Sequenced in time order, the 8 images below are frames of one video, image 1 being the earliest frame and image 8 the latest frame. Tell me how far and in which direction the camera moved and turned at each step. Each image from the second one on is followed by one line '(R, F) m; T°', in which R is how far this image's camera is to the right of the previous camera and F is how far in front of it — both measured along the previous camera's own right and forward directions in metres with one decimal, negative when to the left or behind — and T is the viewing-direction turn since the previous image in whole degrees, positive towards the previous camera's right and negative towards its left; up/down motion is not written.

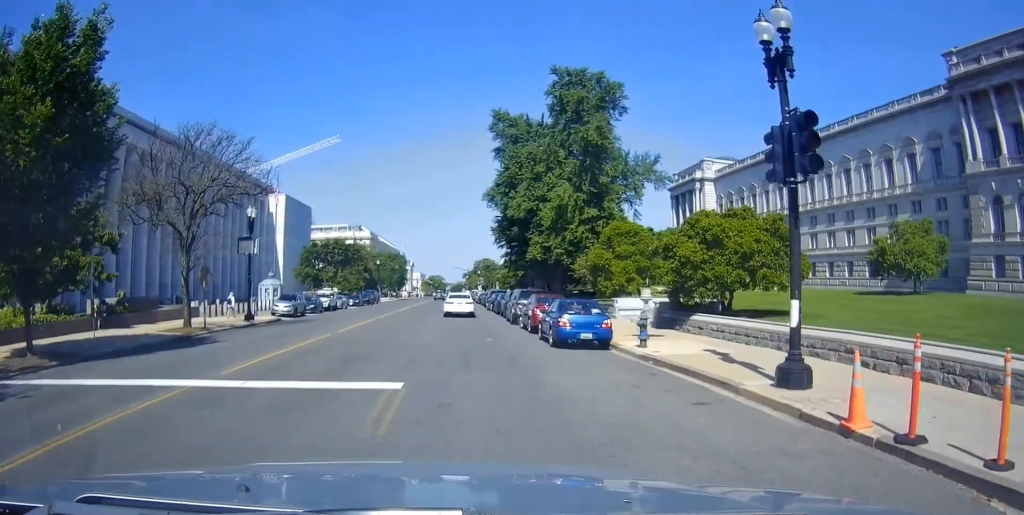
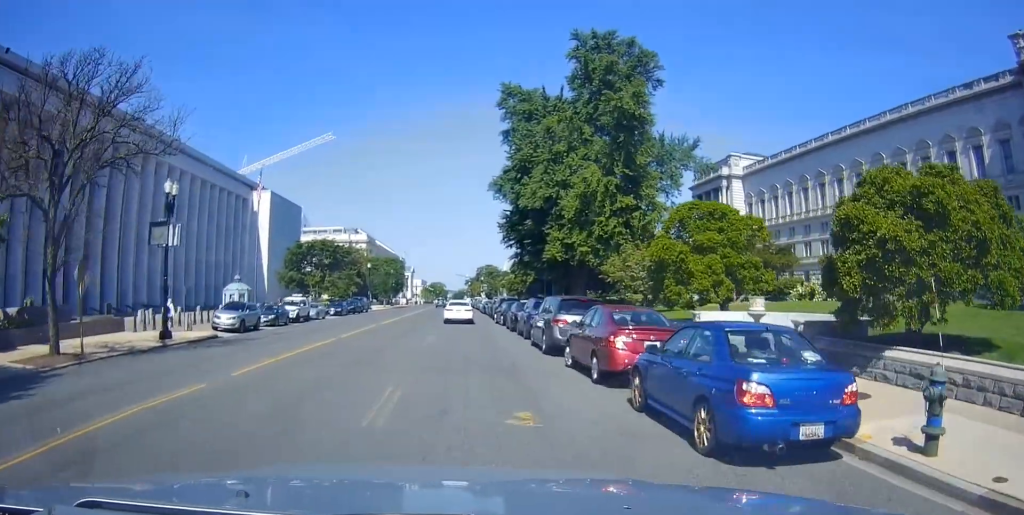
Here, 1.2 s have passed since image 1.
(0.0, +9.1) m; -2°
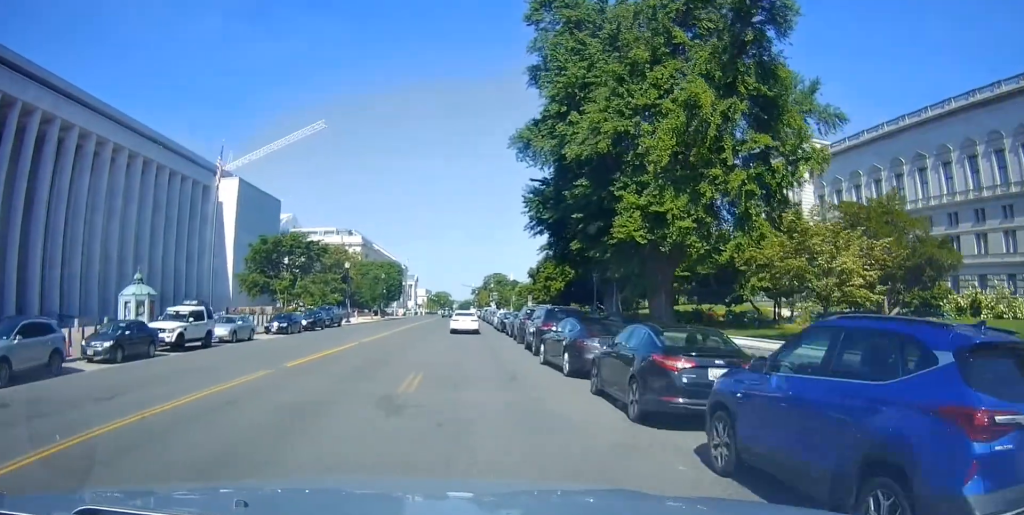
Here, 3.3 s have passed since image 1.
(-0.6, +20.5) m; -3°
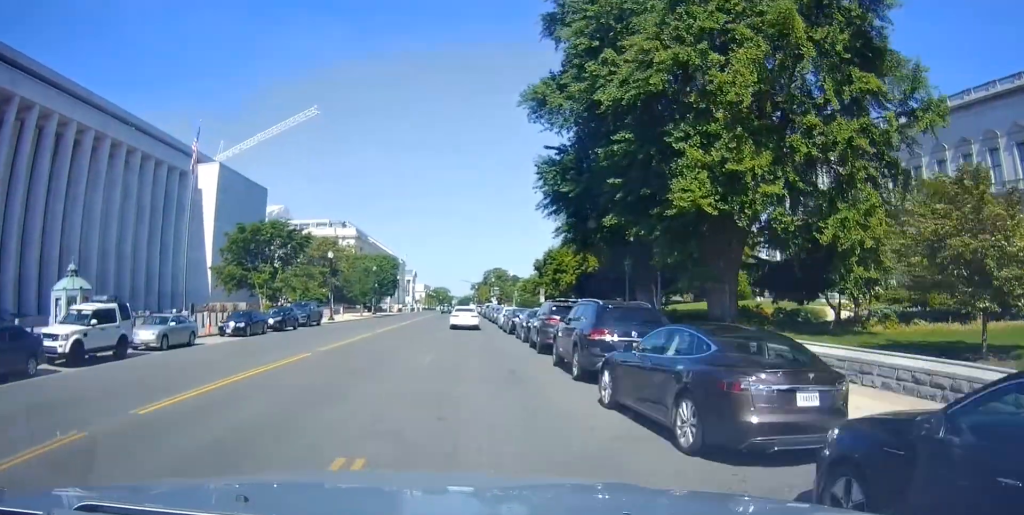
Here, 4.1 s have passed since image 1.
(-0.1, +8.0) m; -1°
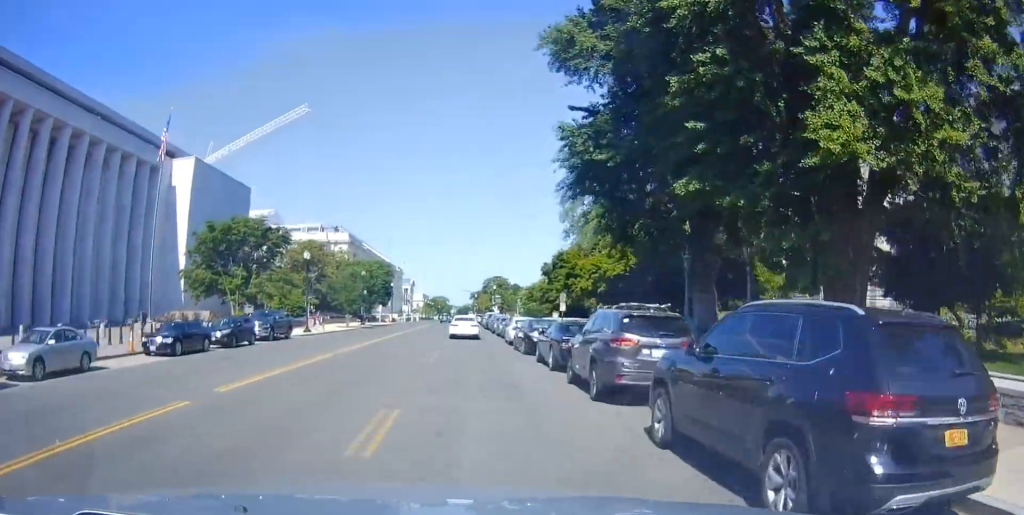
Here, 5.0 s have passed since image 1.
(-0.1, +8.8) m; -1°
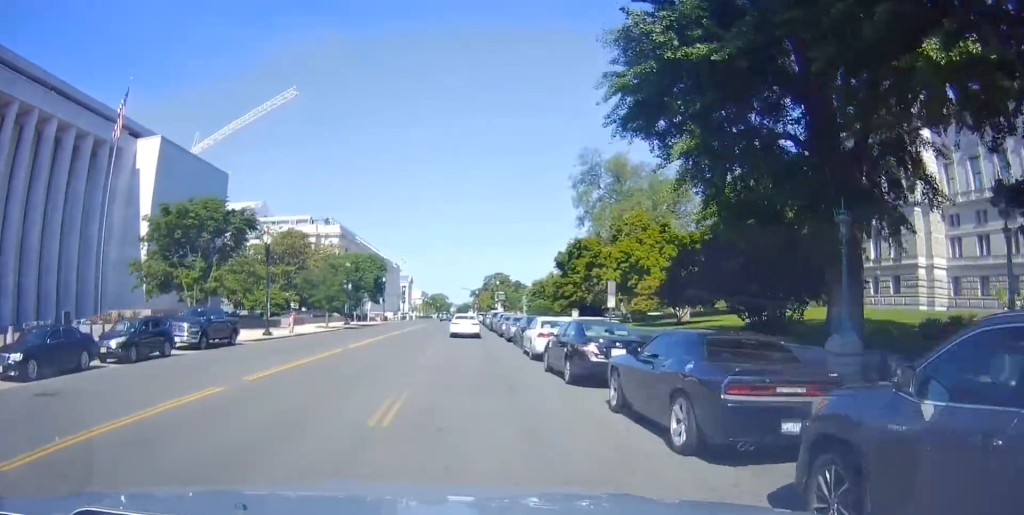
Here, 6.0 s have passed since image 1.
(0.0, +11.0) m; 0°
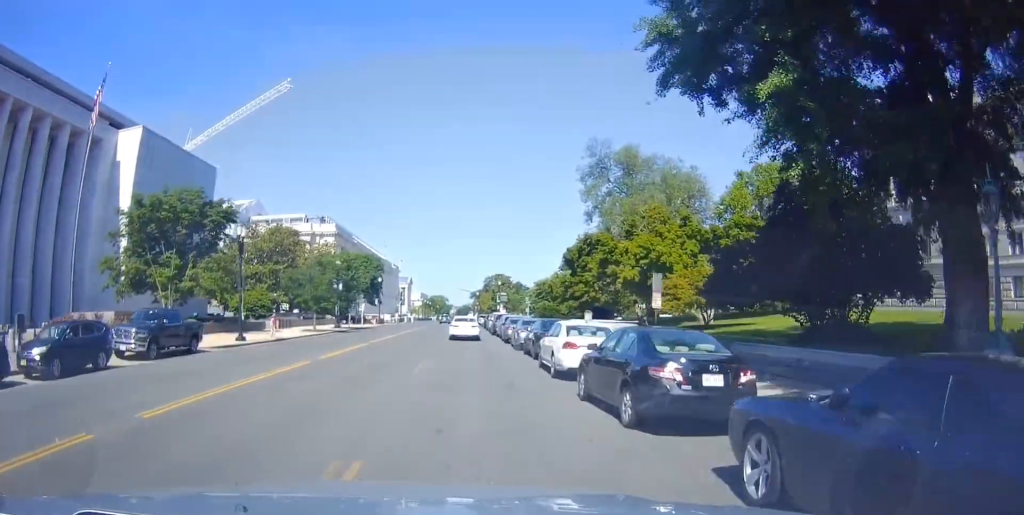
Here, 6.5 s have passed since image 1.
(0.0, +5.4) m; 0°
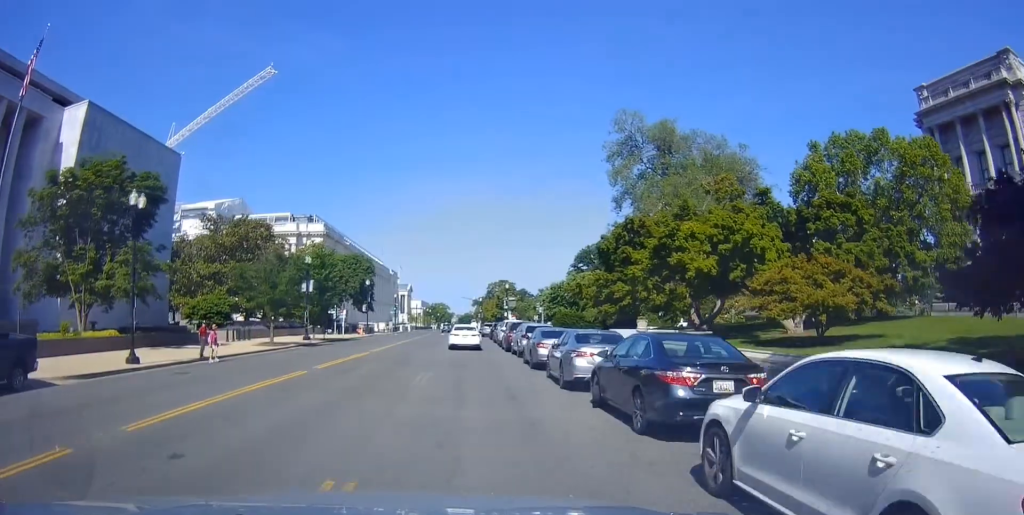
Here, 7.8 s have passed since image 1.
(+0.2, +14.1) m; +2°
